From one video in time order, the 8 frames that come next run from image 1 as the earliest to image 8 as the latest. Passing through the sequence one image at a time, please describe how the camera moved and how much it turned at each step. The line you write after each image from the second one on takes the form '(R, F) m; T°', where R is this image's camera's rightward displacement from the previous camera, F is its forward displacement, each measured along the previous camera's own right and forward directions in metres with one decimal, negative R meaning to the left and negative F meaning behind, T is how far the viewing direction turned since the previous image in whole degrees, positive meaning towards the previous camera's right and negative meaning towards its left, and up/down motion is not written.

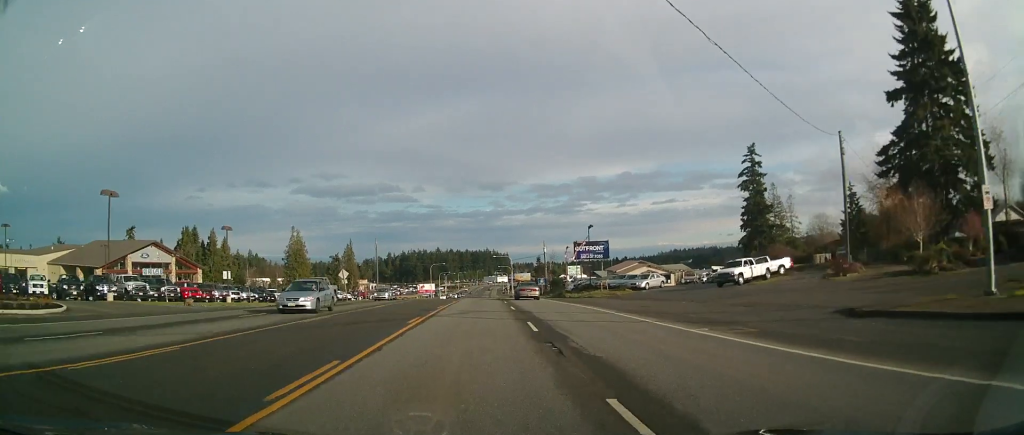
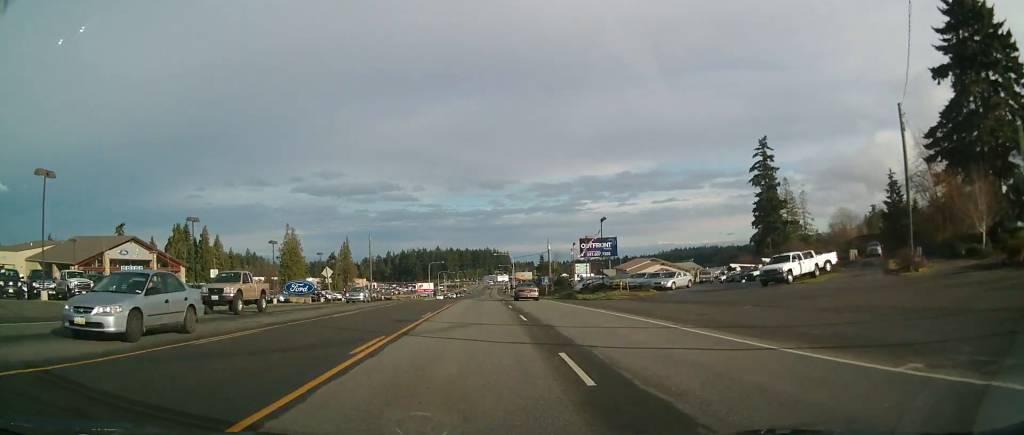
(-0.1, +7.7) m; 0°
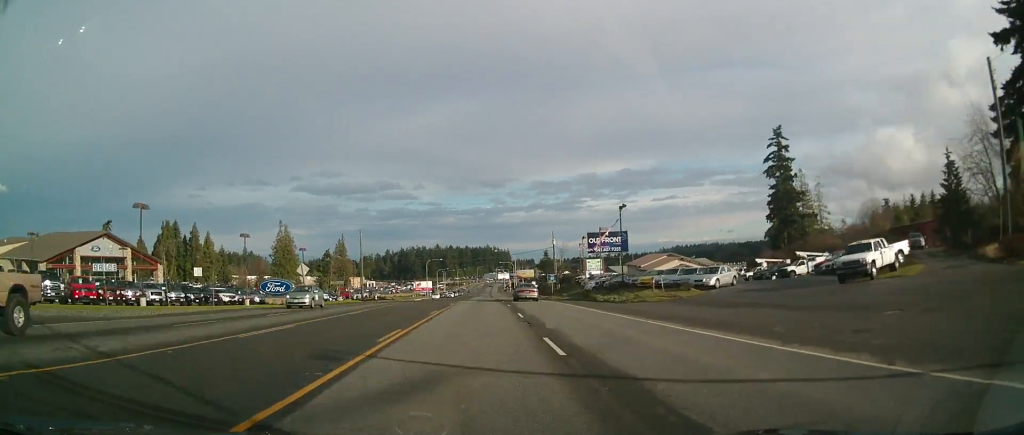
(-0.1, +9.0) m; 0°
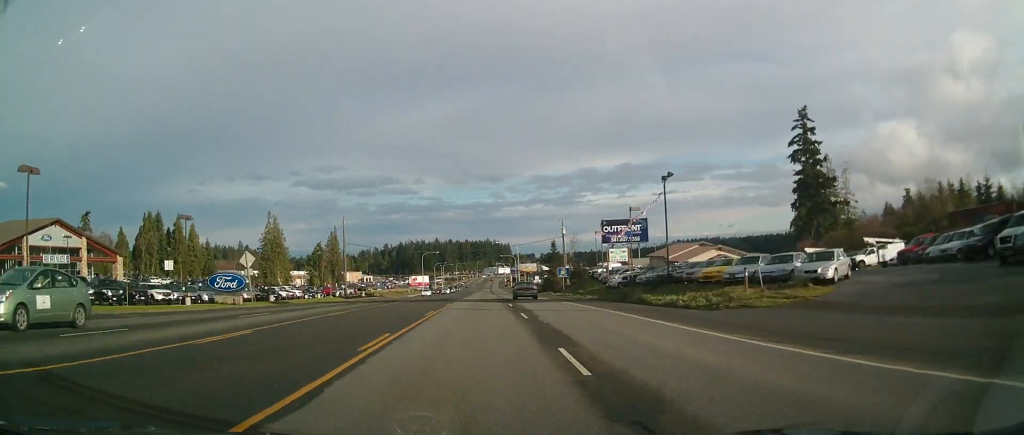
(0.0, +13.9) m; 0°
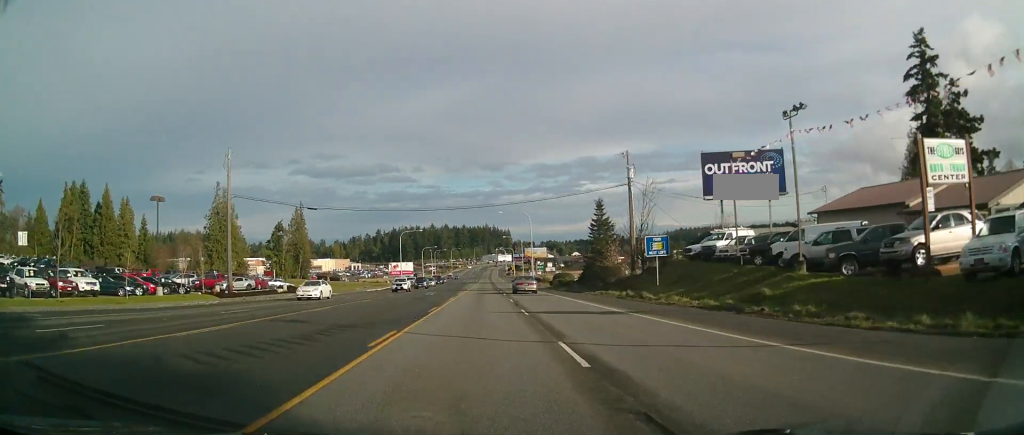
(+0.2, +48.2) m; +1°
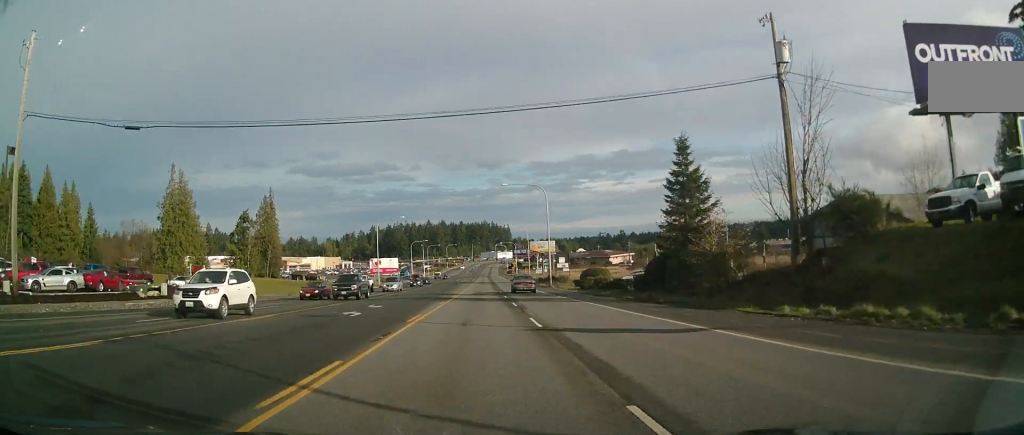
(-0.5, +30.3) m; -1°
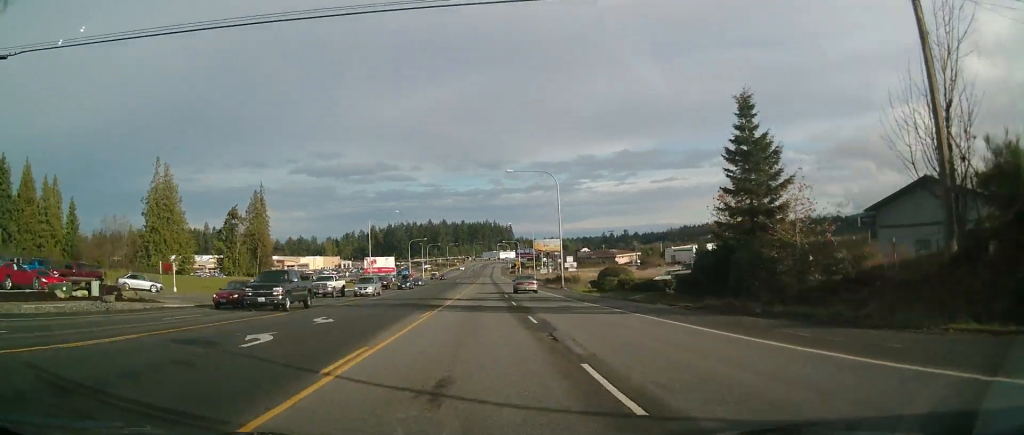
(-0.1, +9.9) m; 0°
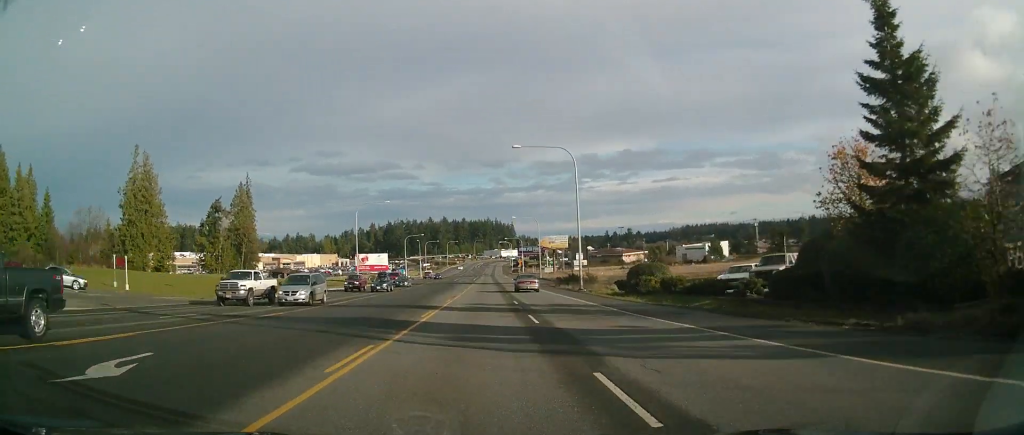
(0.0, +12.1) m; 0°
